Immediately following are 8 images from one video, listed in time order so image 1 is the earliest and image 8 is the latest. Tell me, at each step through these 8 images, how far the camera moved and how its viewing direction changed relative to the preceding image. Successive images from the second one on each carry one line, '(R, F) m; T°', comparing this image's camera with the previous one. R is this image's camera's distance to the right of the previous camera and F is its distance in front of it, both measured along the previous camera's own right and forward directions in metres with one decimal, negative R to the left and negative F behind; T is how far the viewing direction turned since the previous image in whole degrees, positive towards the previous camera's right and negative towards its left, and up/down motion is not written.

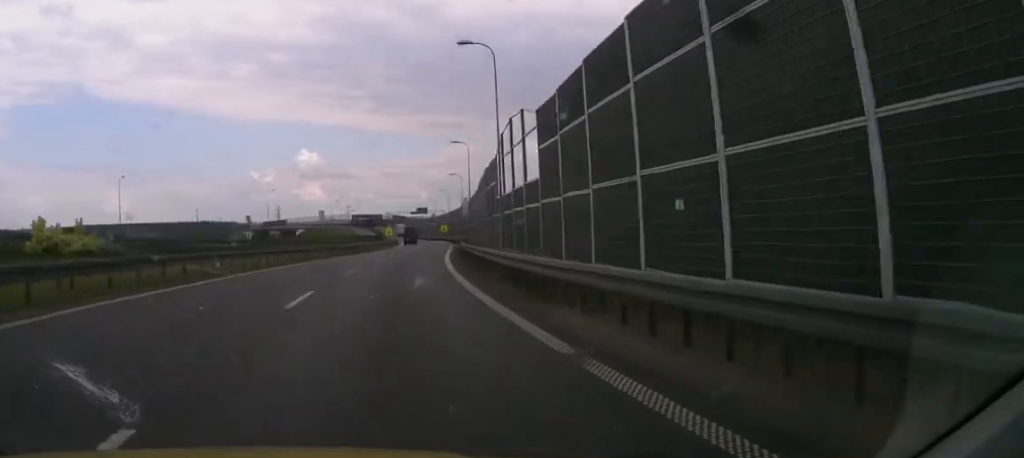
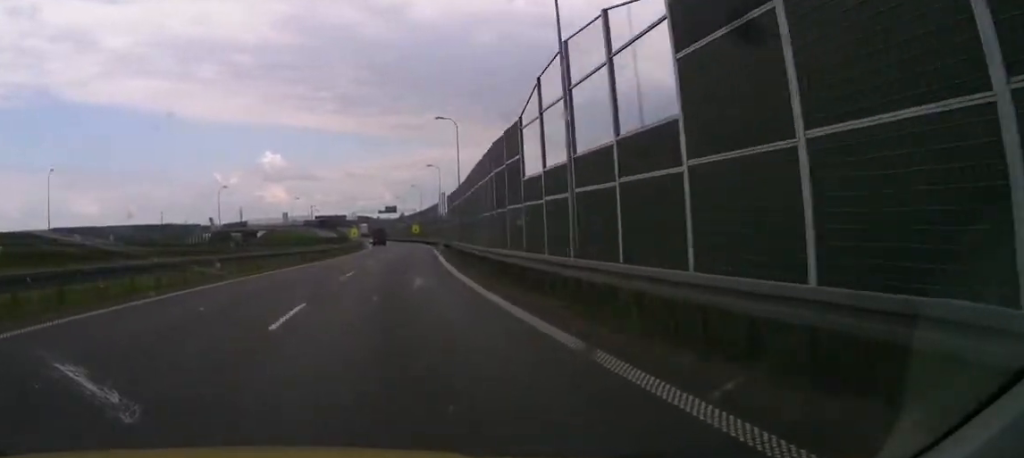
(0.0, +14.7) m; 0°
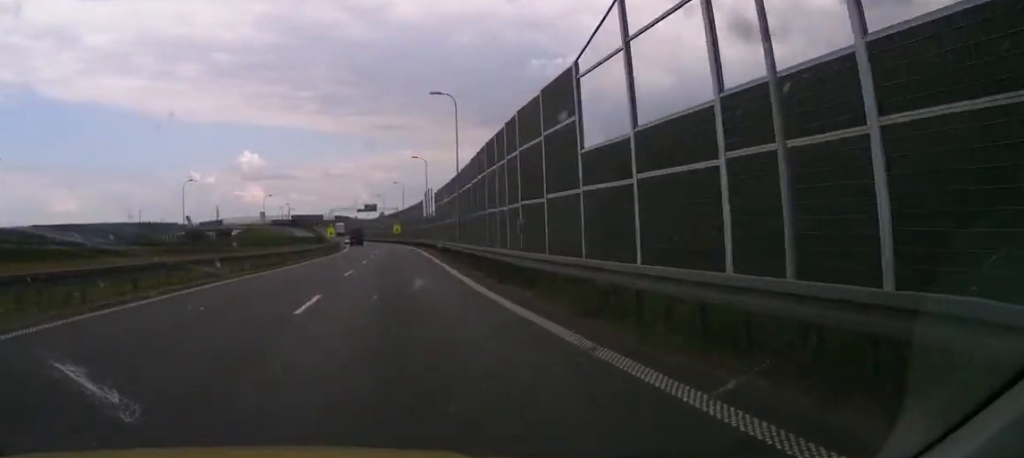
(0.0, +10.0) m; 0°
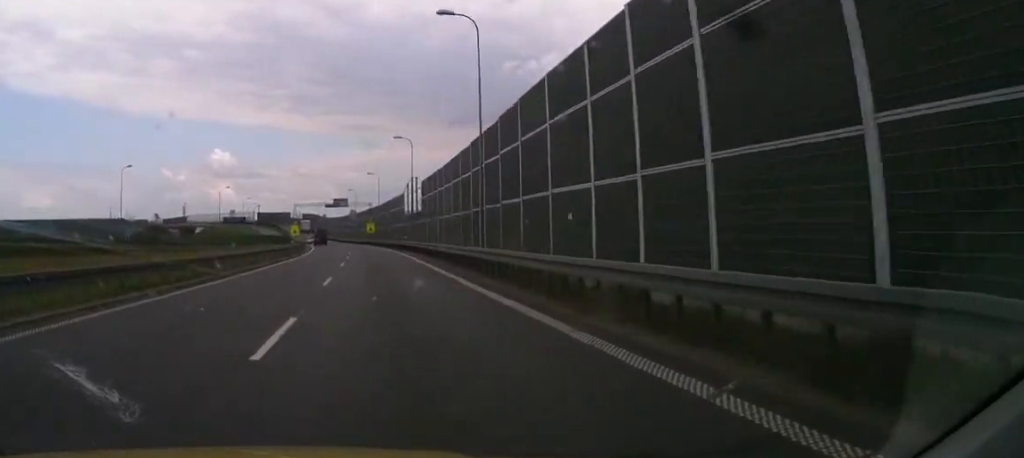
(0.0, +16.9) m; 0°
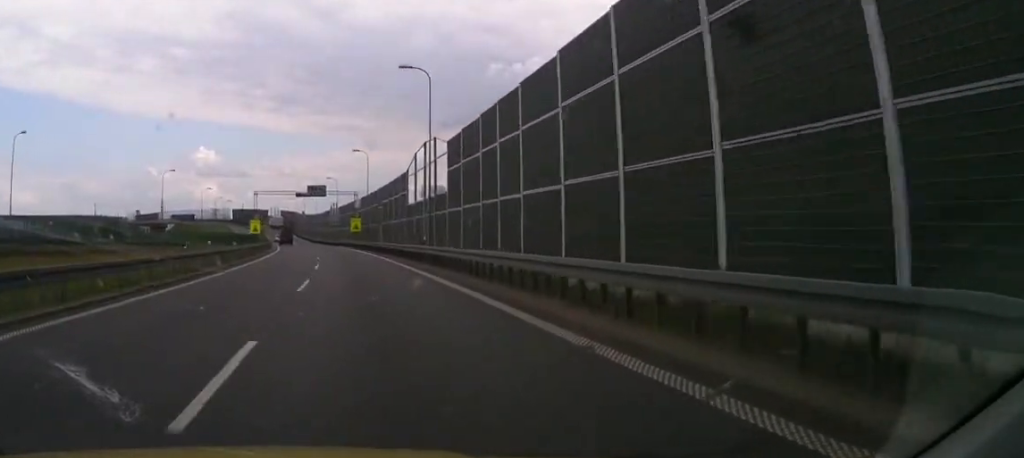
(0.0, +26.8) m; 0°
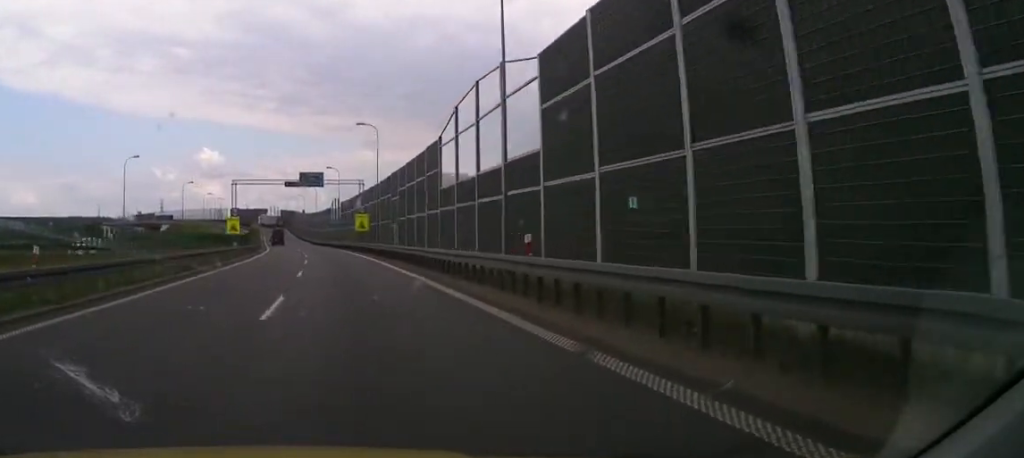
(0.0, +17.5) m; 0°
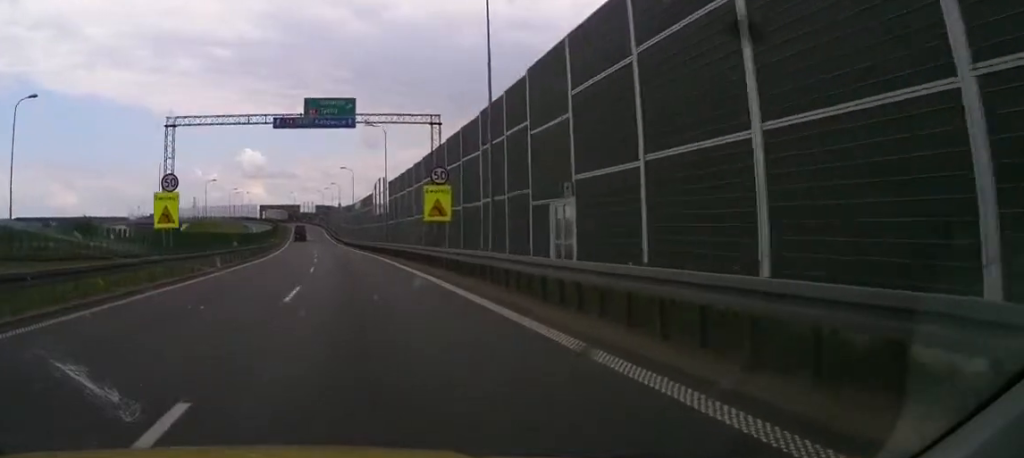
(0.0, +33.7) m; 0°
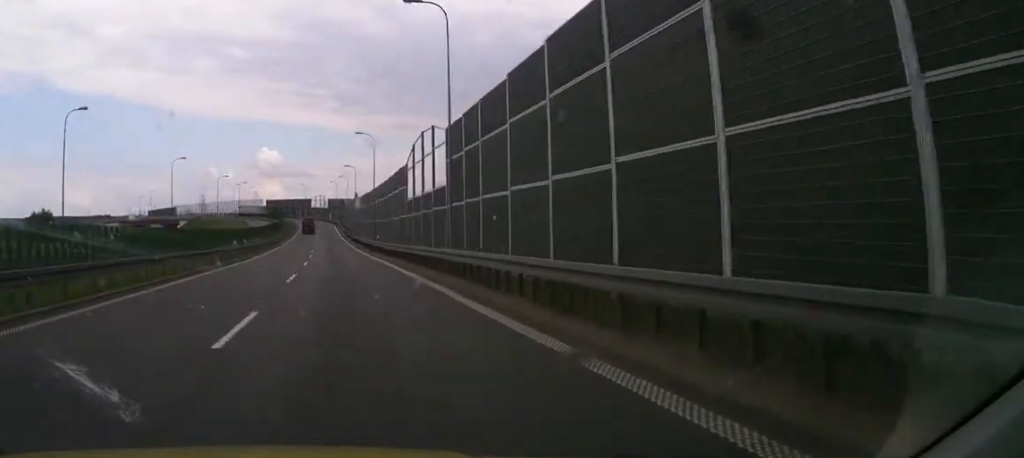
(0.0, +30.0) m; 0°
